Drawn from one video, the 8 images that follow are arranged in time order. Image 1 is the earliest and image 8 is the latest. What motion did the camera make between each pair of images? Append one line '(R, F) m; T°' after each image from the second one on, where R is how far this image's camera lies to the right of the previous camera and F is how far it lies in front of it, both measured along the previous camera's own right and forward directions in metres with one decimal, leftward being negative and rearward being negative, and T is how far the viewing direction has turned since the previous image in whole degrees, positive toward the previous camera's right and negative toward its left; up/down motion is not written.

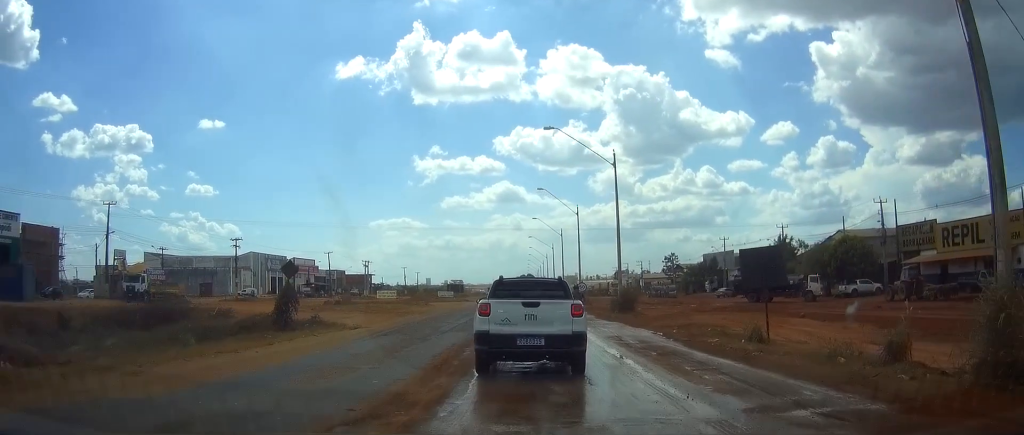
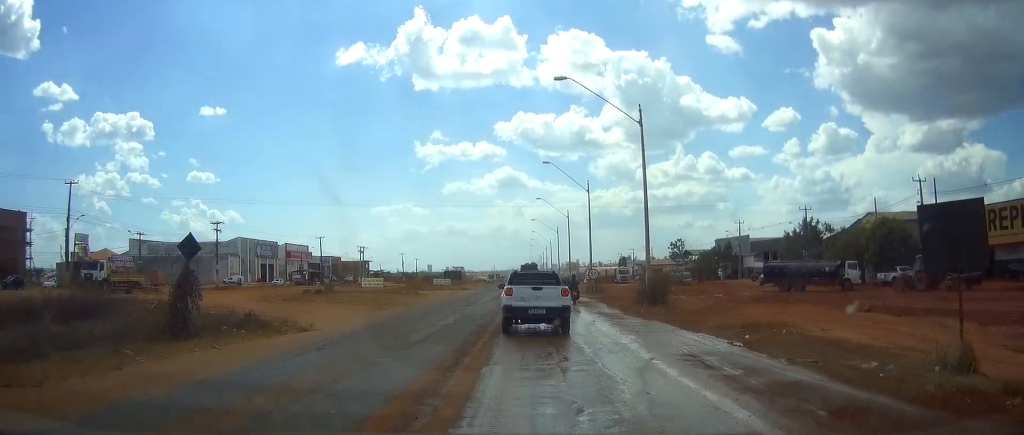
(-0.1, +9.2) m; +1°
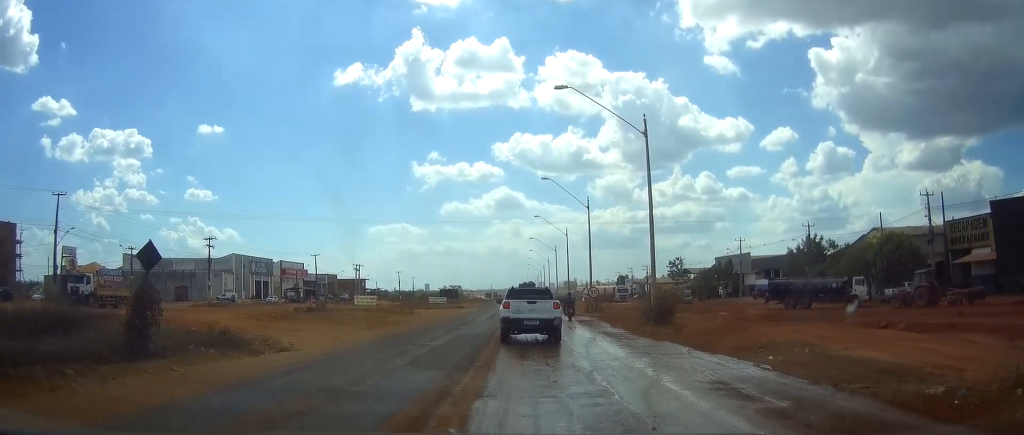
(0.0, +2.0) m; +1°
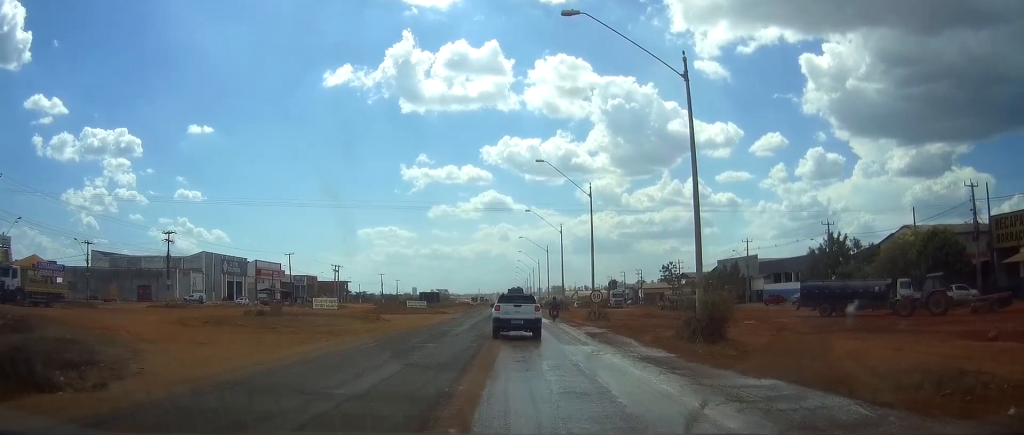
(+0.1, +8.6) m; +2°
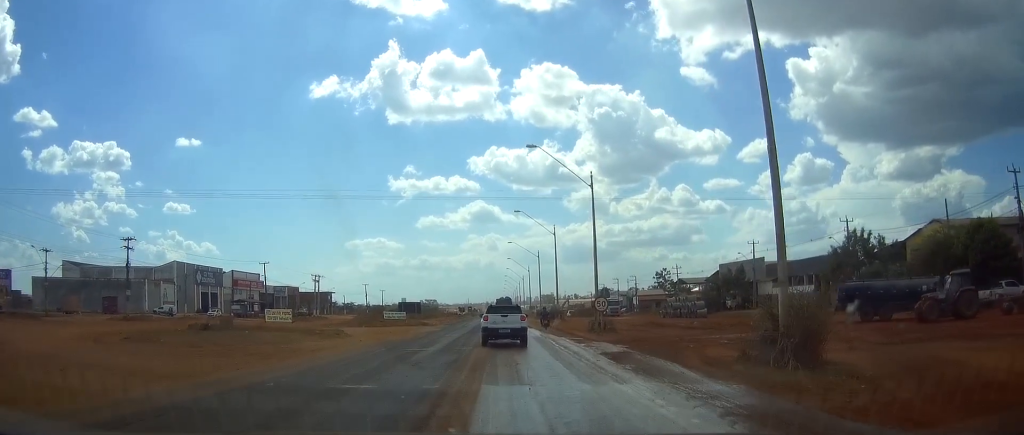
(+0.2, +7.7) m; +3°
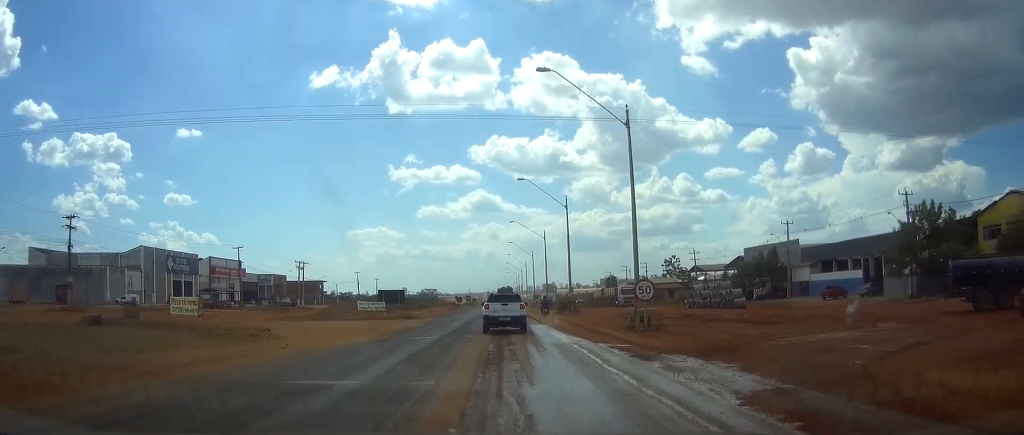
(+0.2, +12.7) m; -1°
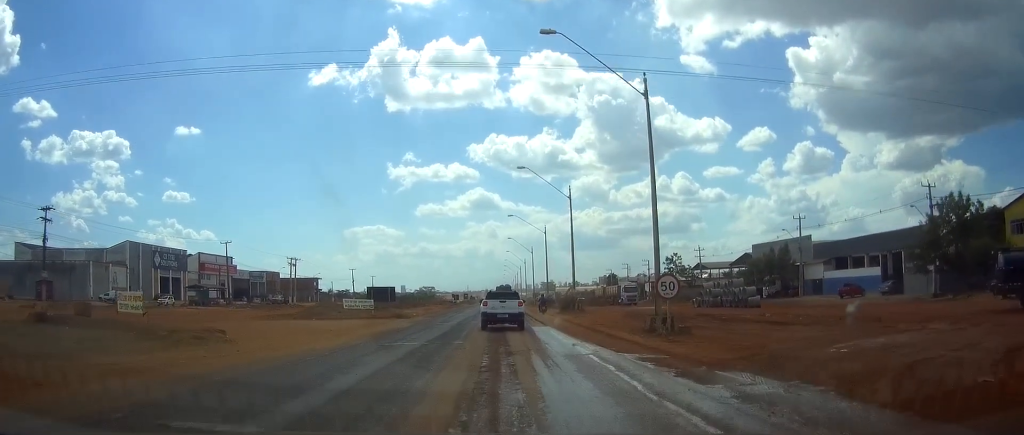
(-0.1, +4.7) m; -1°
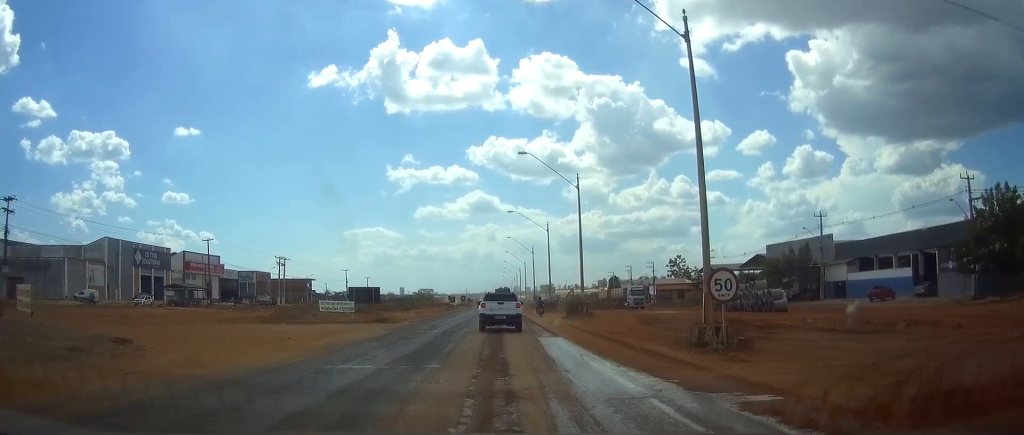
(-0.1, +6.7) m; -1°
